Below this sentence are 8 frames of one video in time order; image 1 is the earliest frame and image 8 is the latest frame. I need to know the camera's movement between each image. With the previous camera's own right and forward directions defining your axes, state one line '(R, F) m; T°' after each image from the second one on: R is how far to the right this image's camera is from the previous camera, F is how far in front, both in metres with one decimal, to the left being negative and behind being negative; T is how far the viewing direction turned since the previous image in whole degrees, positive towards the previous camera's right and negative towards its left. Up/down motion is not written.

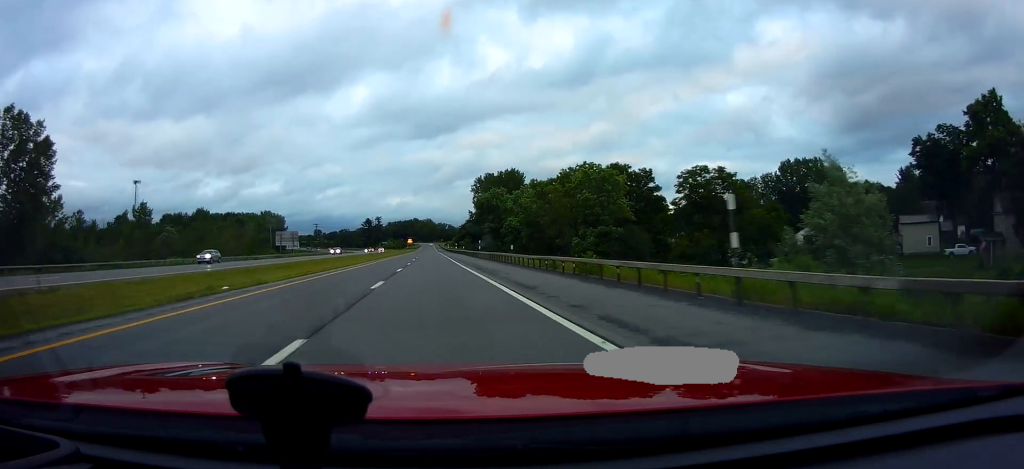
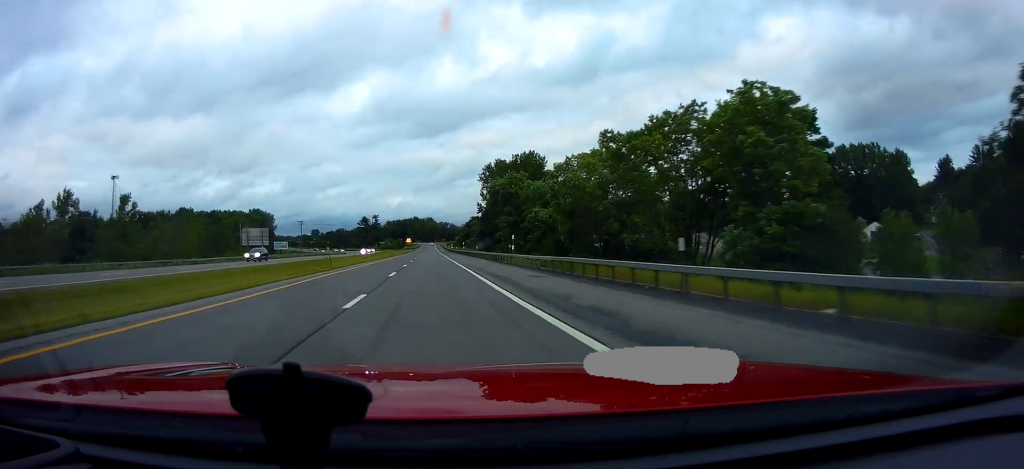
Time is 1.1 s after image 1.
(0.0, +28.8) m; -1°
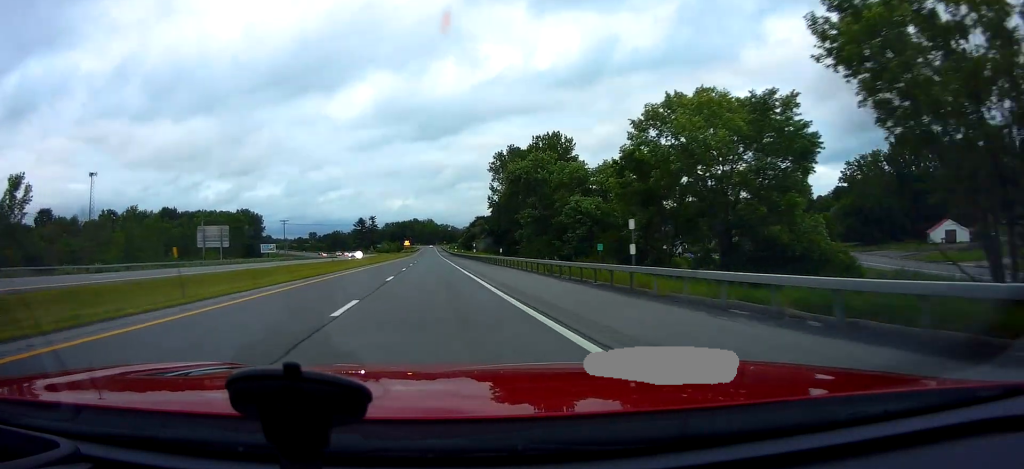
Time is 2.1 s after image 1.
(-0.2, +25.4) m; -1°
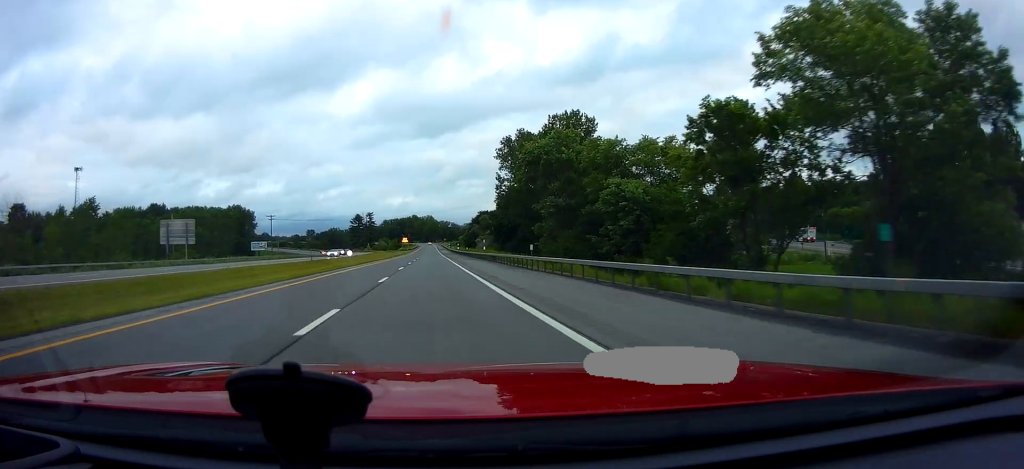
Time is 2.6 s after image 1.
(-0.5, +14.9) m; 0°
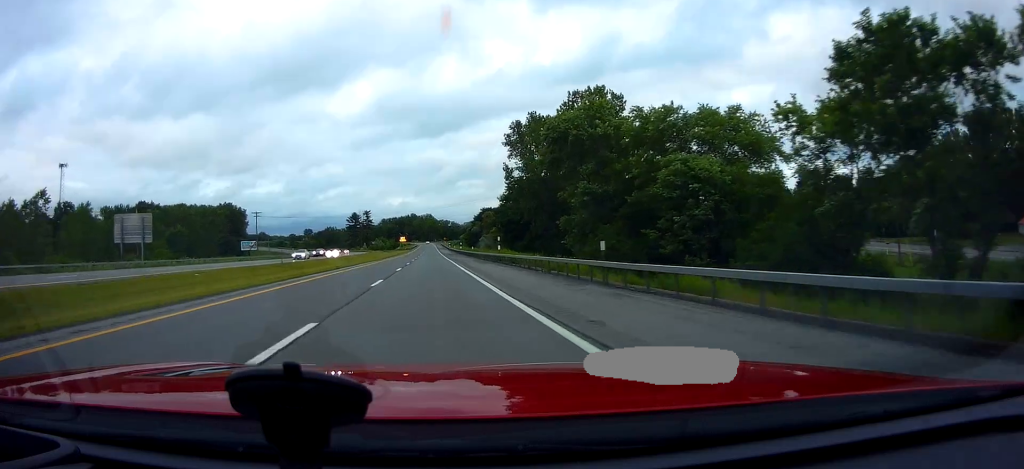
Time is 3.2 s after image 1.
(+0.2, +14.1) m; +1°
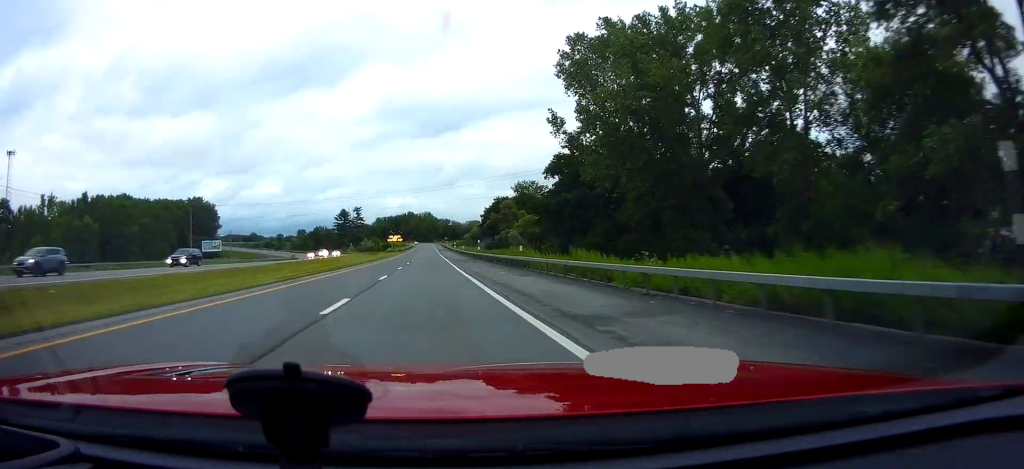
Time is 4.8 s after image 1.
(+0.9, +44.1) m; -1°
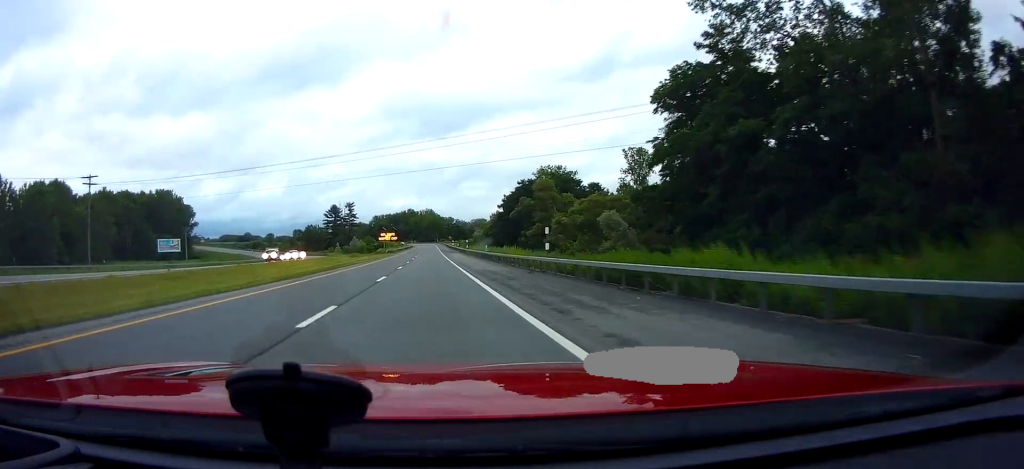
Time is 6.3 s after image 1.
(-0.4, +38.0) m; 0°
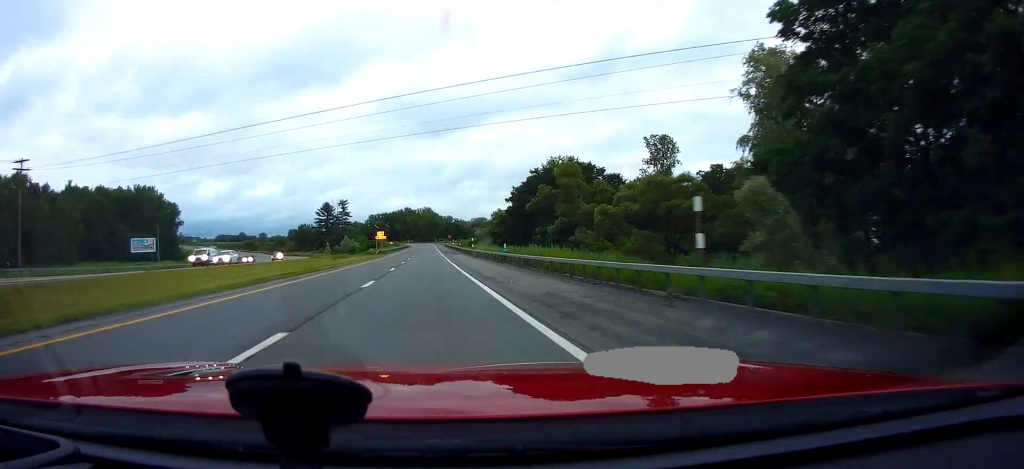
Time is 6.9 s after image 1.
(+0.4, +16.0) m; 0°
